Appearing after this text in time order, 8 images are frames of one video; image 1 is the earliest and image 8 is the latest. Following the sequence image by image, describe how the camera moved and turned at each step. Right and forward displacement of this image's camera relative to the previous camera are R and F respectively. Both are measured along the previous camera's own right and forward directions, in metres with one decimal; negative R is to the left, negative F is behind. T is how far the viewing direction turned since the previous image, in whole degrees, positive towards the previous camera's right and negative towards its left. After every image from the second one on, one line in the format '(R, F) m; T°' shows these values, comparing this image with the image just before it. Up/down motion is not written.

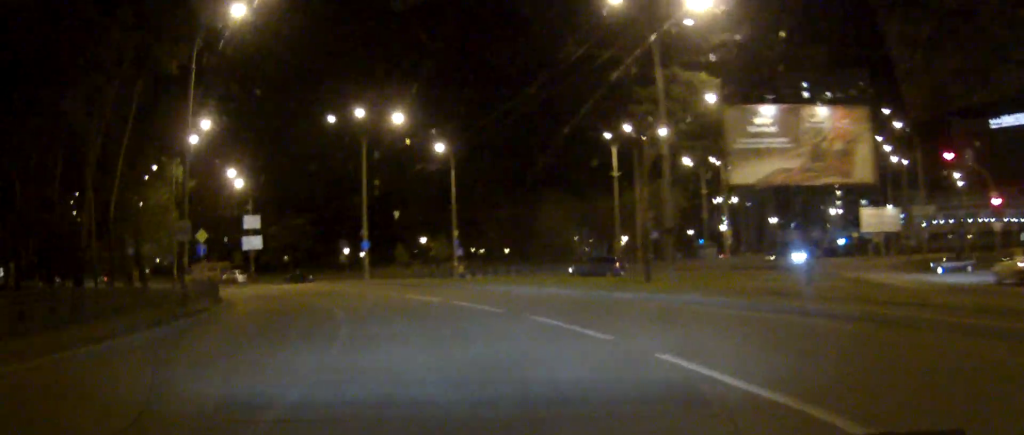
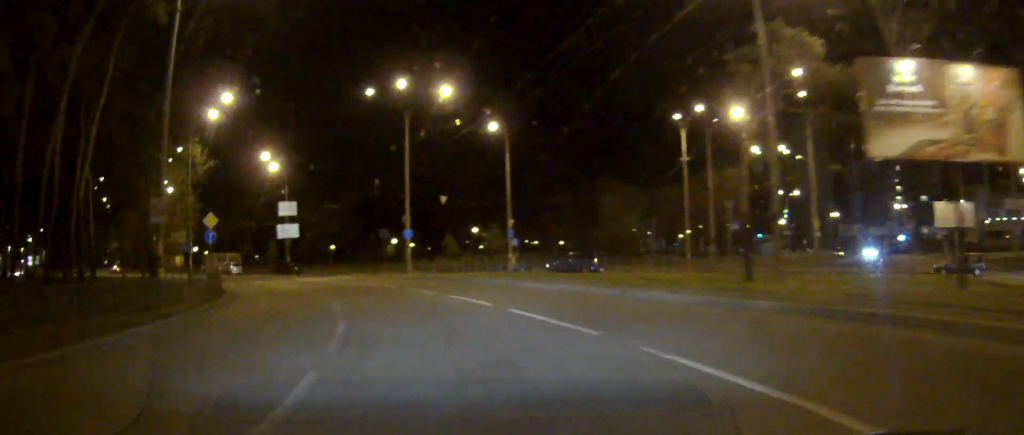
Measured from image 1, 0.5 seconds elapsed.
(-0.5, +7.1) m; -4°
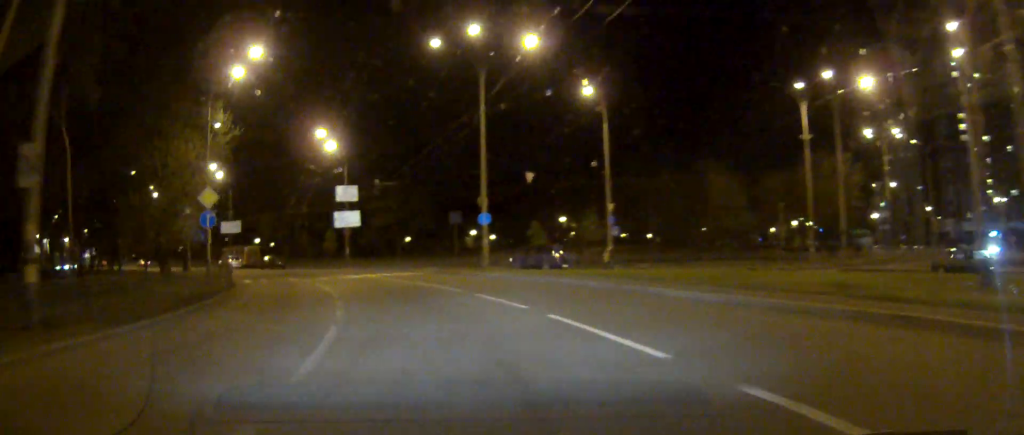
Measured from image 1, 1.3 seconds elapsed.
(-0.6, +11.1) m; -7°
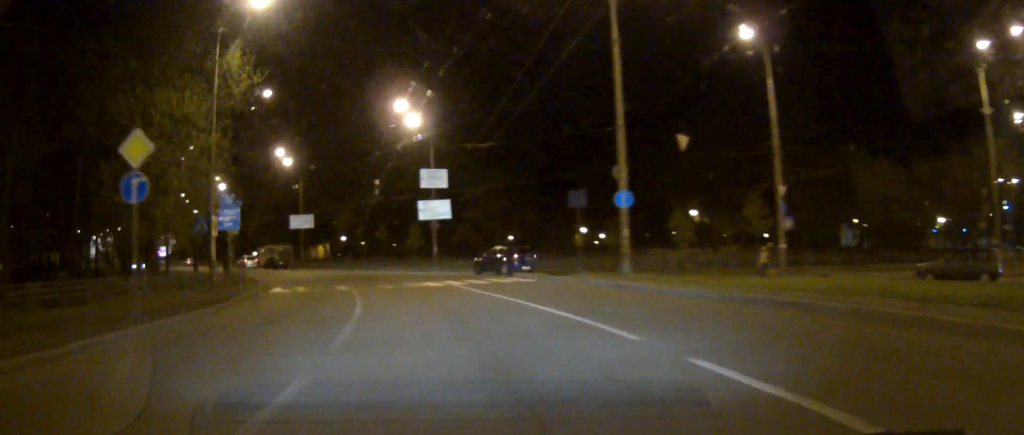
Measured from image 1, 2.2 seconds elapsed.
(-0.9, +13.8) m; -8°
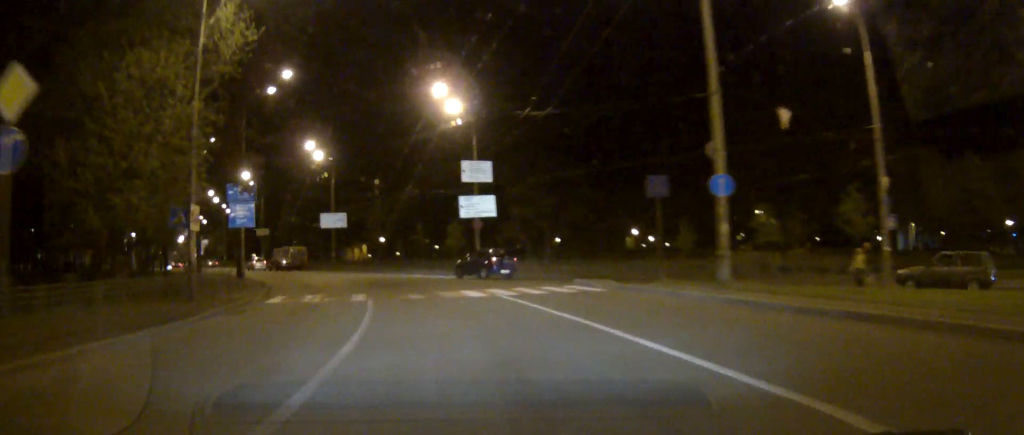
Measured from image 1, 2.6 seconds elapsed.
(-0.3, +6.6) m; -3°
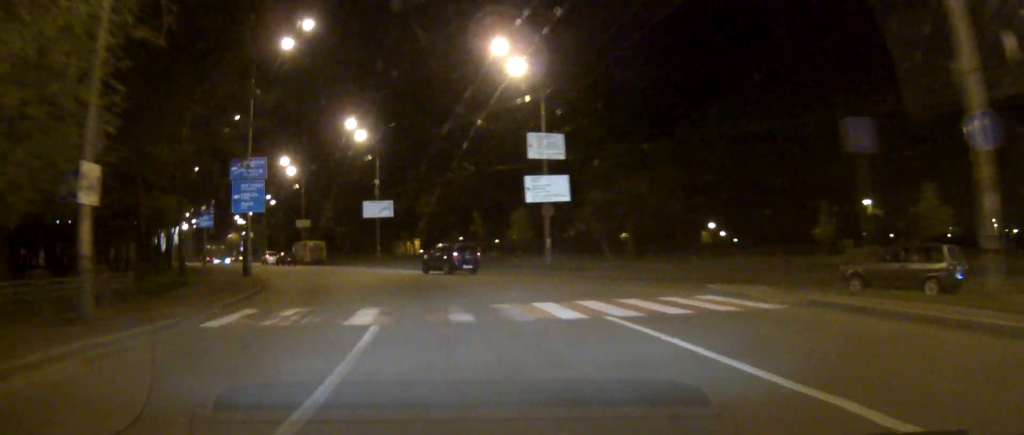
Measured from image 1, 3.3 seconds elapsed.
(-0.4, +10.2) m; -5°
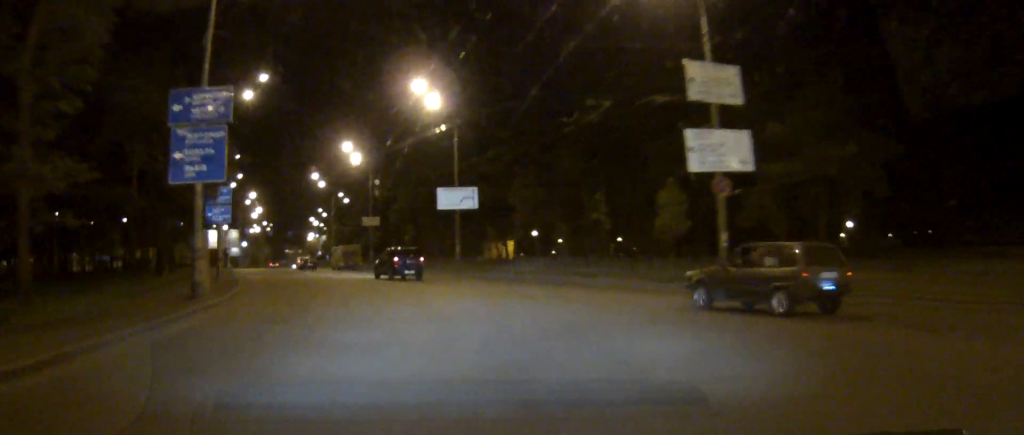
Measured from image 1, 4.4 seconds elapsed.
(-1.2, +17.5) m; -8°
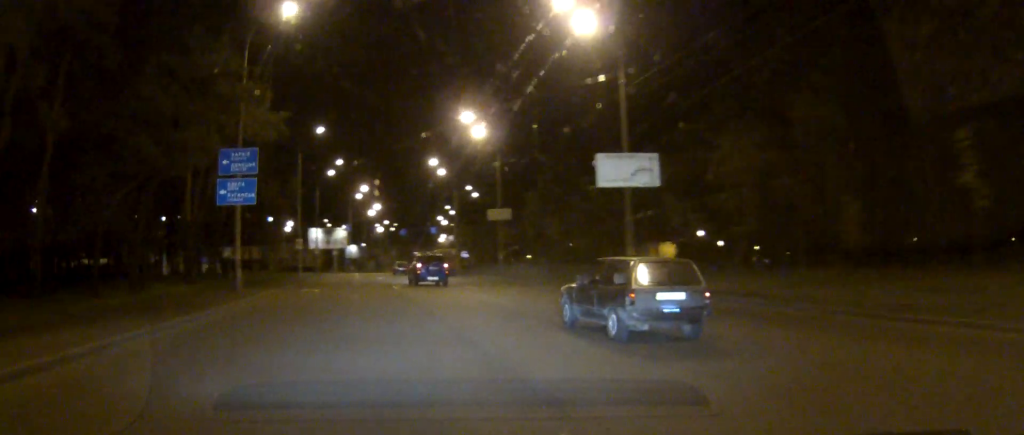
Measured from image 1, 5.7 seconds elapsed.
(-1.4, +19.5) m; -9°
